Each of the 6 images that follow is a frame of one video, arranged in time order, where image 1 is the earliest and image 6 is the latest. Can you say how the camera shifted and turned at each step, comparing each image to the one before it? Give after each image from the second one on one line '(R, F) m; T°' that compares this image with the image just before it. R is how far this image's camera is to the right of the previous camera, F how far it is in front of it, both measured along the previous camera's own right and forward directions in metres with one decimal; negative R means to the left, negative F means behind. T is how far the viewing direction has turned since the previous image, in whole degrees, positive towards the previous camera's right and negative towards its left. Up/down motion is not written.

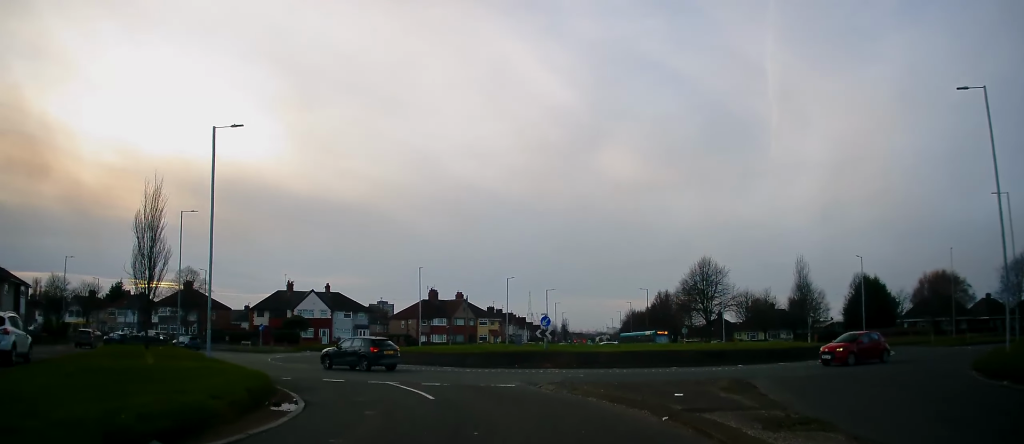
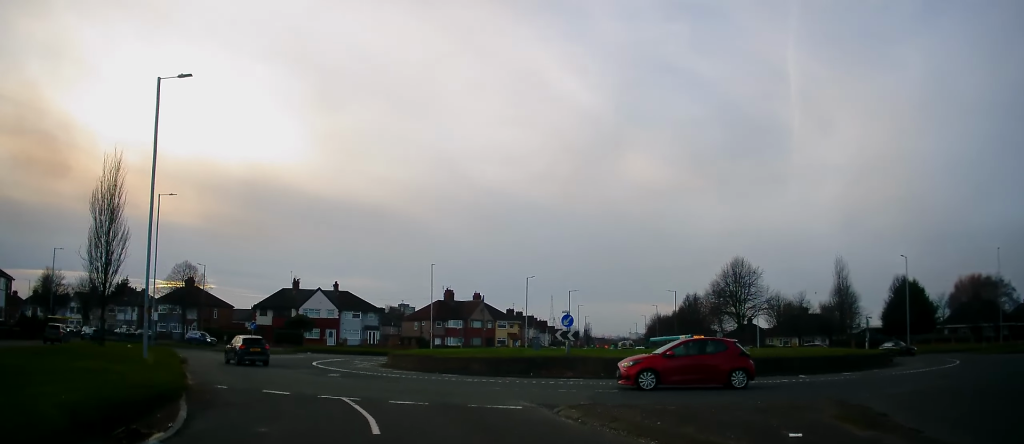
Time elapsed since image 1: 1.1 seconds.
(0.0, +7.0) m; -1°
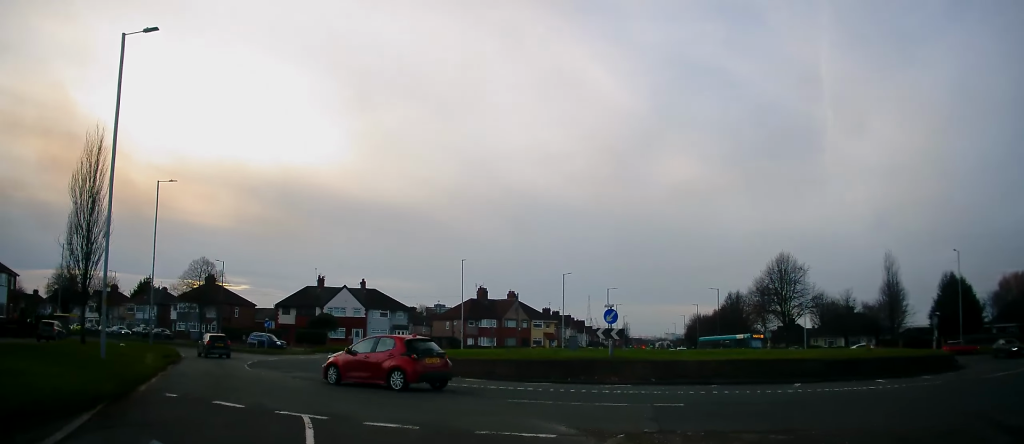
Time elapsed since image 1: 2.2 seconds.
(-0.1, +6.4) m; -7°
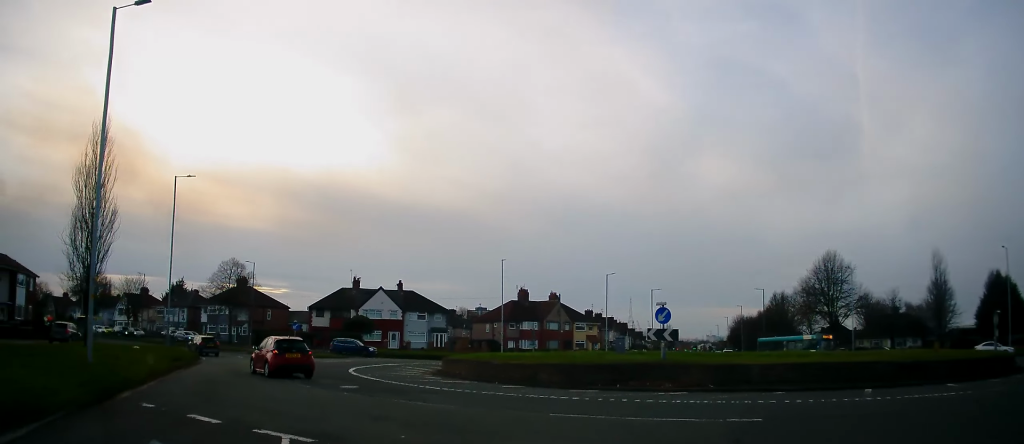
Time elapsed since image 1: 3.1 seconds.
(-0.6, +2.7) m; -7°
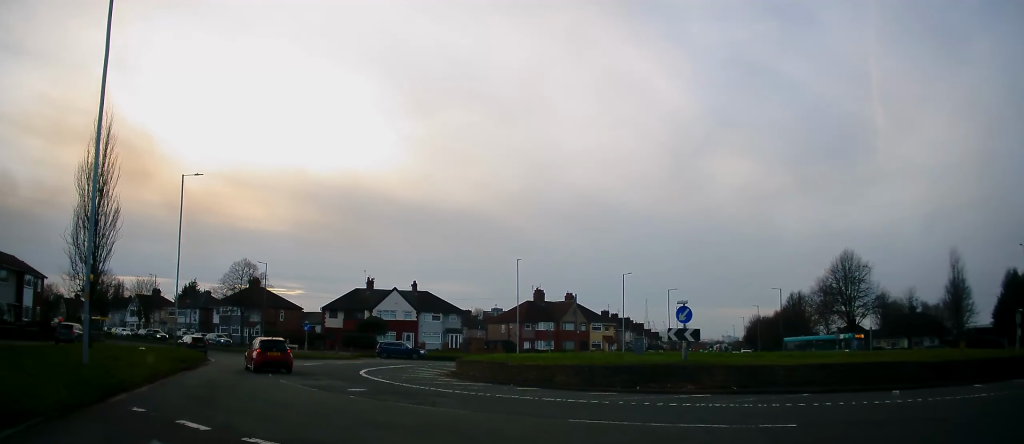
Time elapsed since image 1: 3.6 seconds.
(+0.1, +0.9) m; -1°
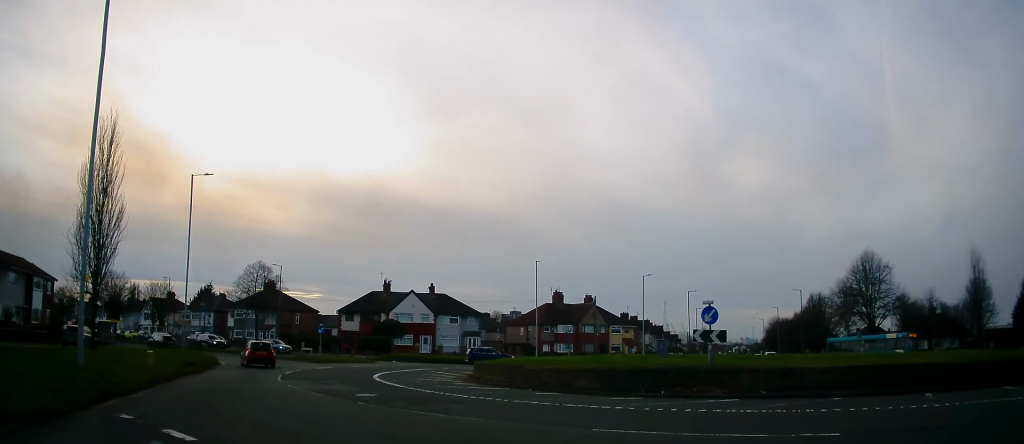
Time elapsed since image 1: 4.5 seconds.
(0.0, +1.1) m; 0°
